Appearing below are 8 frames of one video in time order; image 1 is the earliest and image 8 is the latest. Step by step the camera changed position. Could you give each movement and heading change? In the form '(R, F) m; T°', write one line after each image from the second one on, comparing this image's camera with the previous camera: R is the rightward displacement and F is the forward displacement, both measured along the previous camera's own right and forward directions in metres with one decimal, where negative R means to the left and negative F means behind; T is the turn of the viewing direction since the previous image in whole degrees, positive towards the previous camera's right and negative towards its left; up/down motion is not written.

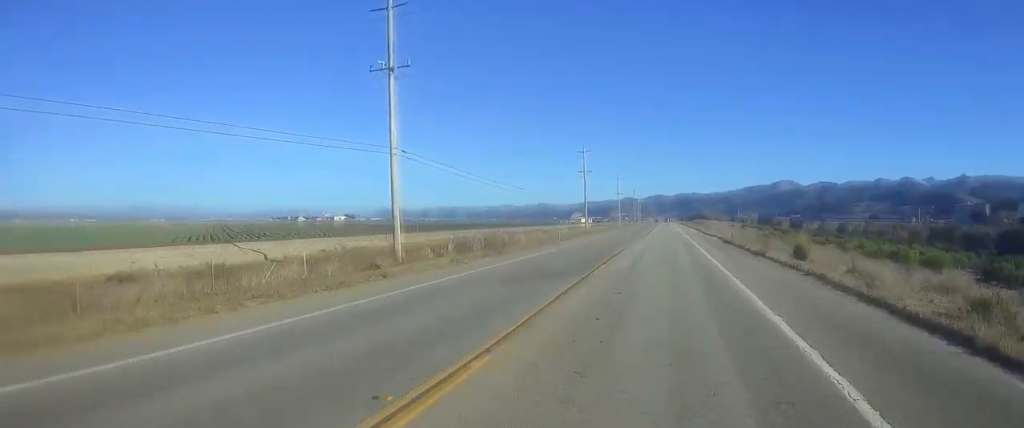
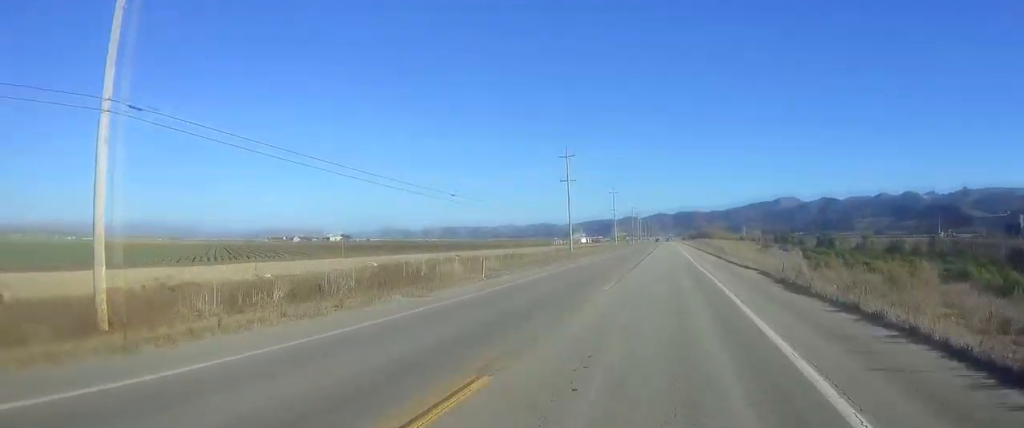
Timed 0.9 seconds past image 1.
(-0.1, +24.8) m; 0°
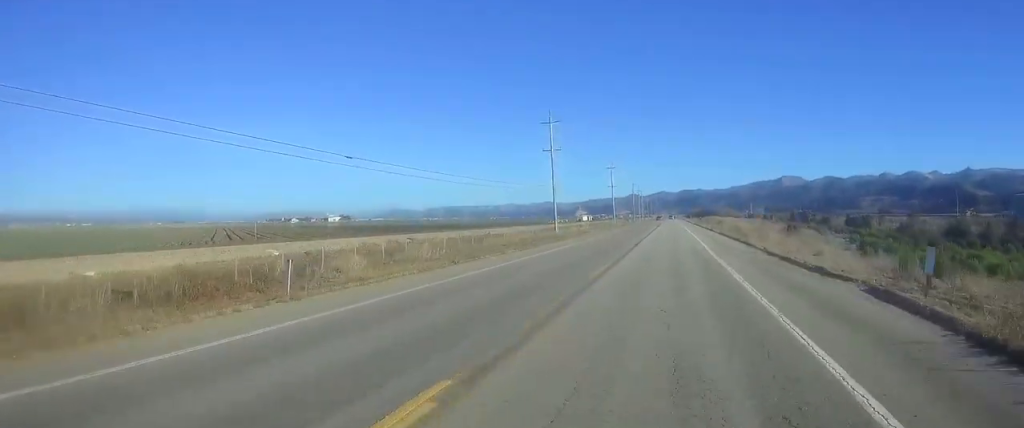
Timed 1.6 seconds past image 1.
(0.0, +18.8) m; 0°
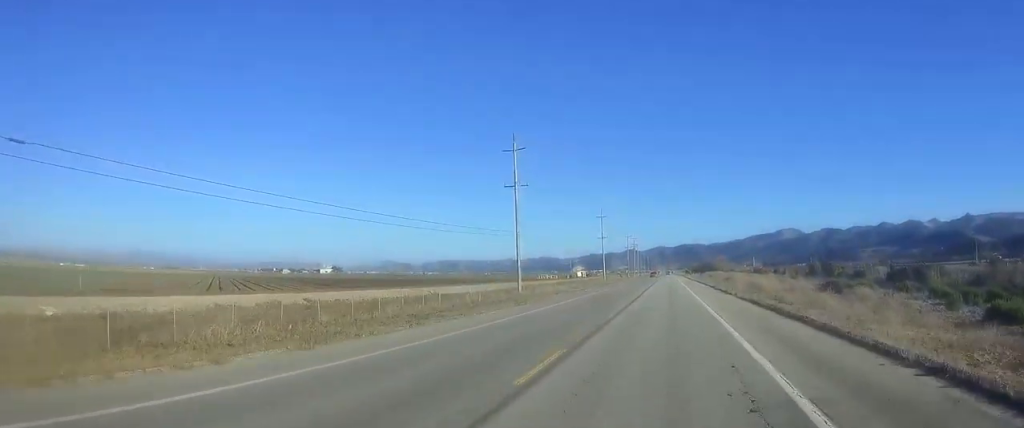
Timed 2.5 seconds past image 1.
(0.0, +21.7) m; 0°
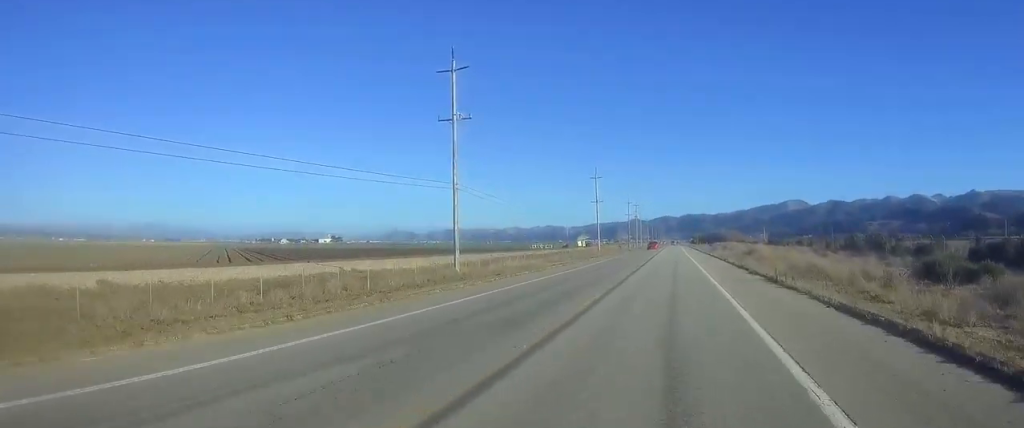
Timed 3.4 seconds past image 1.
(+0.1, +23.3) m; 0°
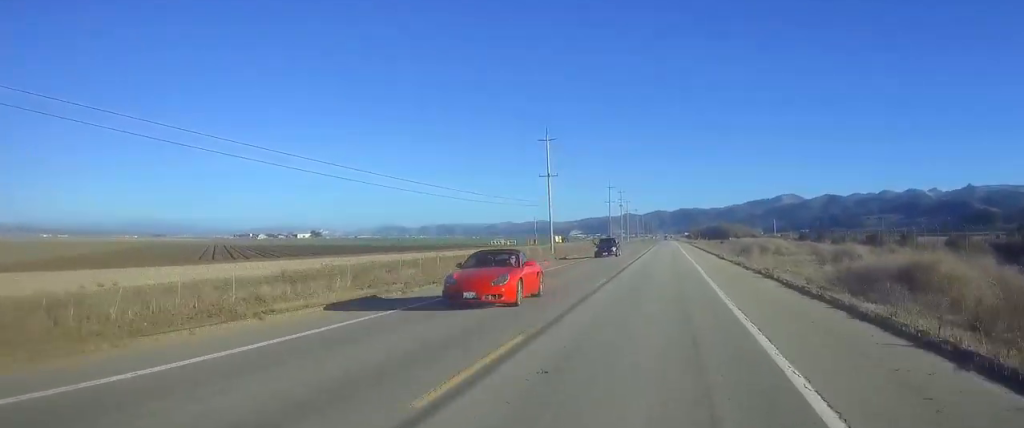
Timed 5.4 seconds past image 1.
(-0.1, +52.7) m; -1°
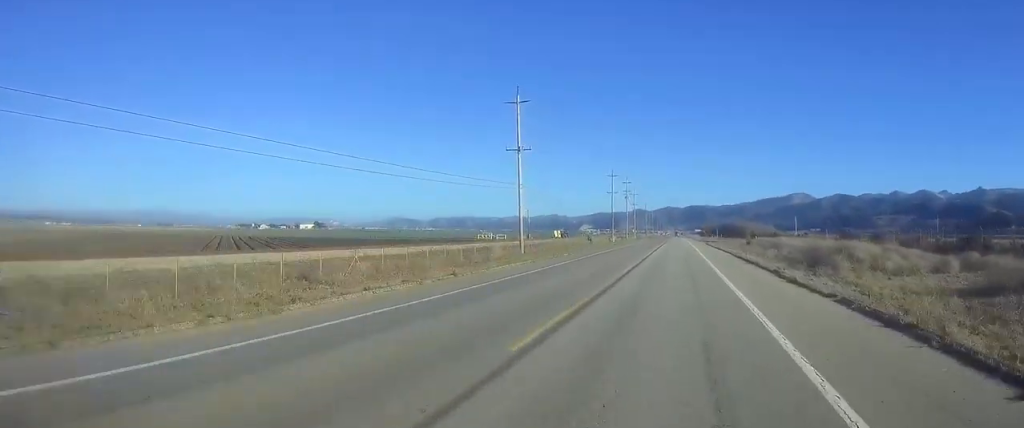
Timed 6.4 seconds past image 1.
(-0.1, +26.4) m; 0°
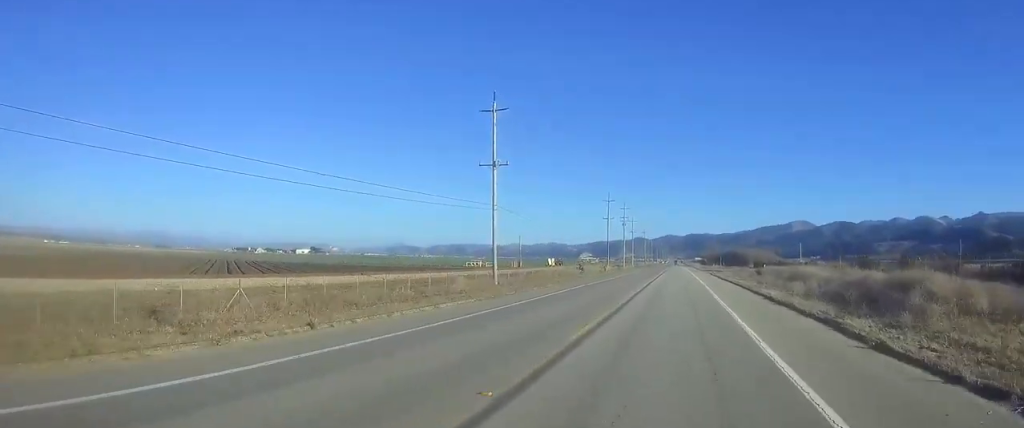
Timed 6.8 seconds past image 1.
(0.0, +10.7) m; 0°
